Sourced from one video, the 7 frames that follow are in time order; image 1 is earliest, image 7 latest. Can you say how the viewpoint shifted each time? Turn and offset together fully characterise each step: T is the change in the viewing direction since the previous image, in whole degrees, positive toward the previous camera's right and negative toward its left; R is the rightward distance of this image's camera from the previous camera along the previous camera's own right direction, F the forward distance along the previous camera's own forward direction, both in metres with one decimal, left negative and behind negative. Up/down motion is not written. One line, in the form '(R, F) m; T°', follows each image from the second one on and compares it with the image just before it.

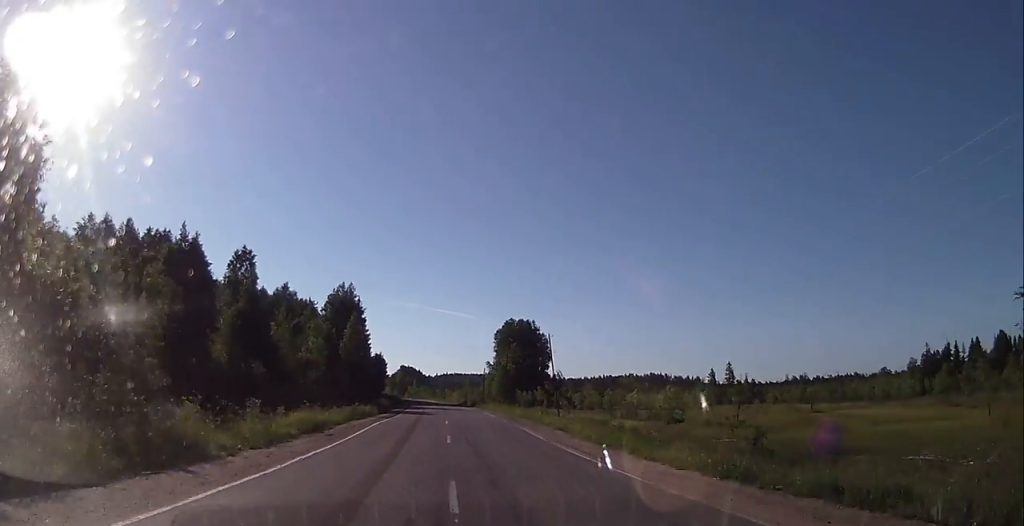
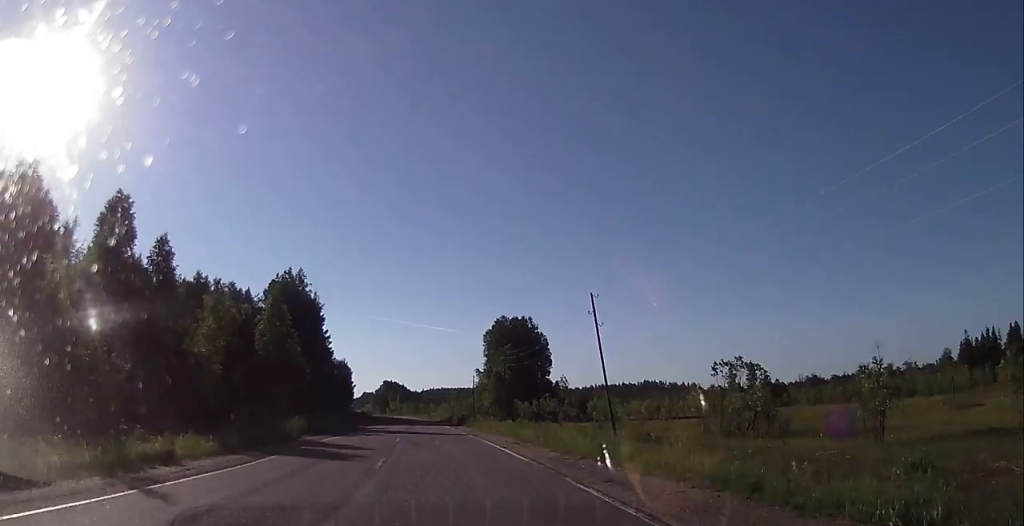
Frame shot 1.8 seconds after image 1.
(+3.4, +29.1) m; +5°
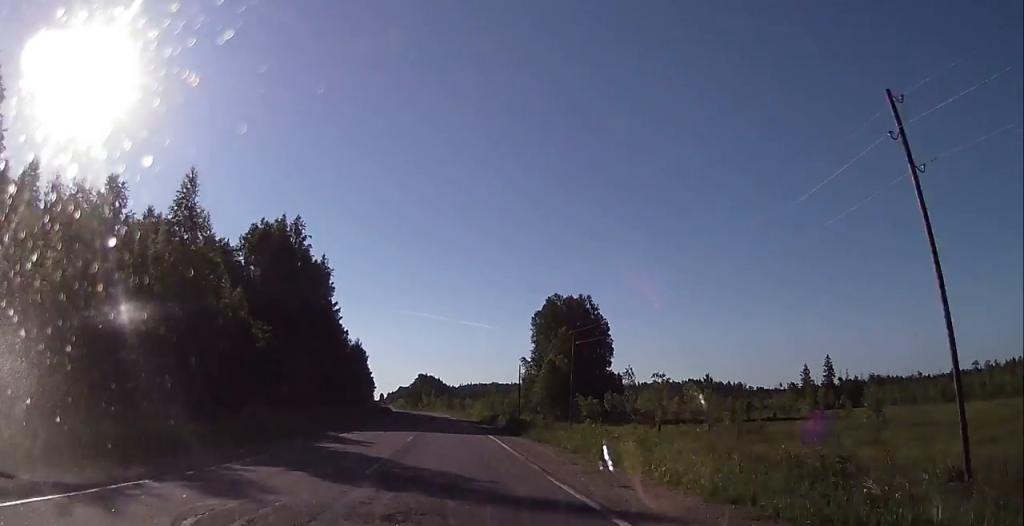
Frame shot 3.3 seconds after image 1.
(-3.0, +25.4) m; -10°
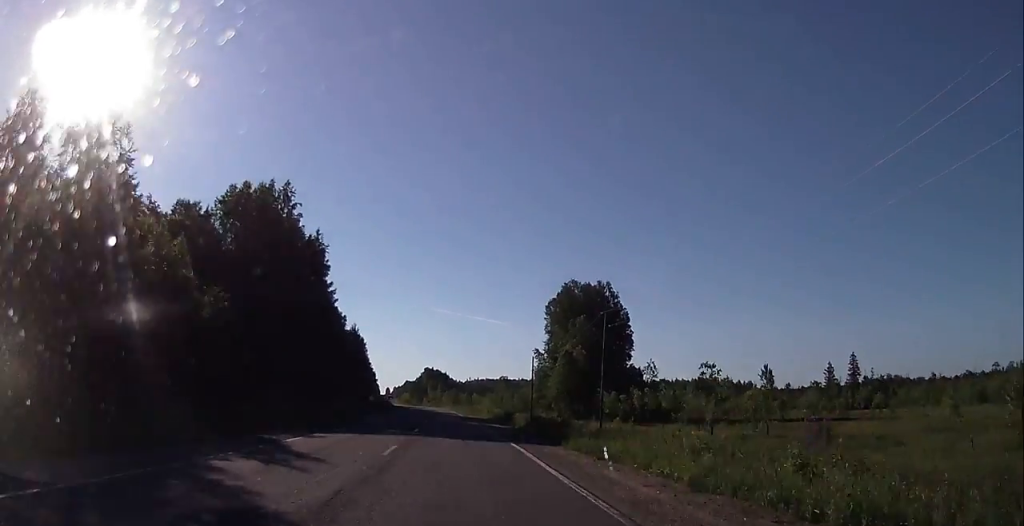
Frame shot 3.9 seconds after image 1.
(+0.1, +9.6) m; -2°
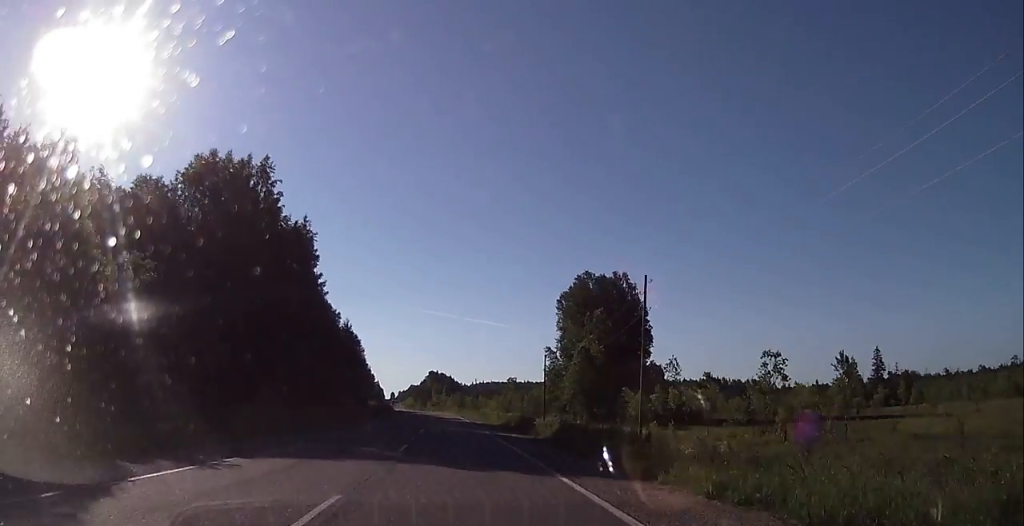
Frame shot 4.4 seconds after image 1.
(-0.3, +9.2) m; -1°
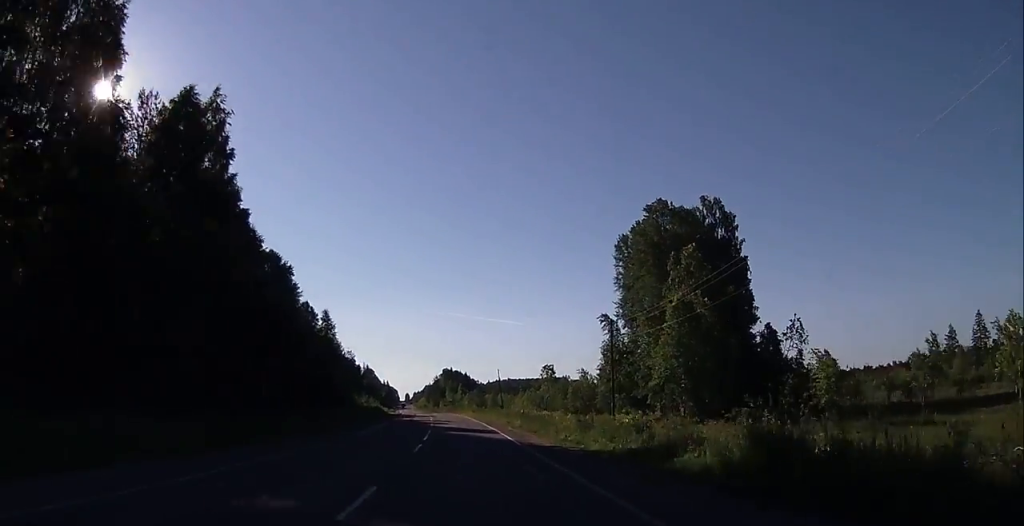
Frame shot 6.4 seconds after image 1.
(-0.8, +34.2) m; -1°
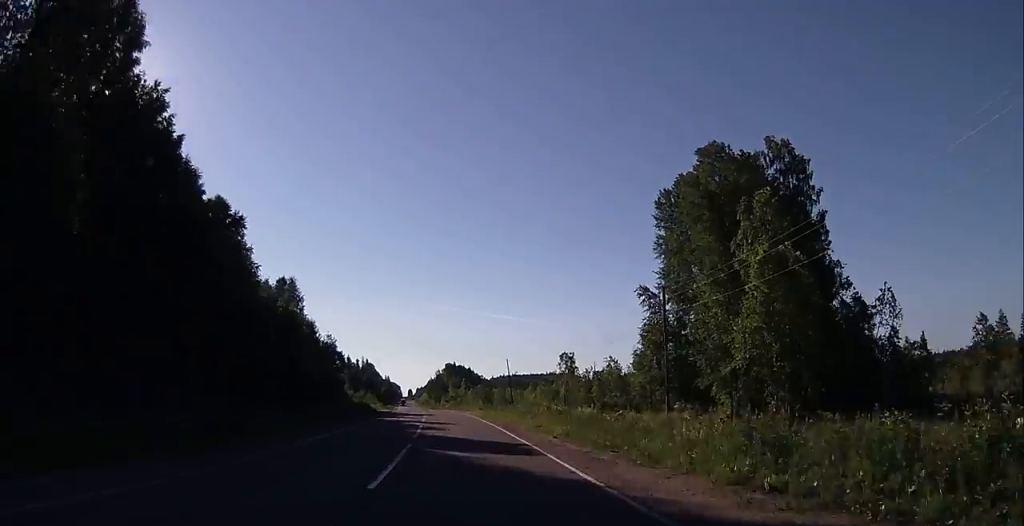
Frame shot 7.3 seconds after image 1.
(+0.1, +15.2) m; +1°
